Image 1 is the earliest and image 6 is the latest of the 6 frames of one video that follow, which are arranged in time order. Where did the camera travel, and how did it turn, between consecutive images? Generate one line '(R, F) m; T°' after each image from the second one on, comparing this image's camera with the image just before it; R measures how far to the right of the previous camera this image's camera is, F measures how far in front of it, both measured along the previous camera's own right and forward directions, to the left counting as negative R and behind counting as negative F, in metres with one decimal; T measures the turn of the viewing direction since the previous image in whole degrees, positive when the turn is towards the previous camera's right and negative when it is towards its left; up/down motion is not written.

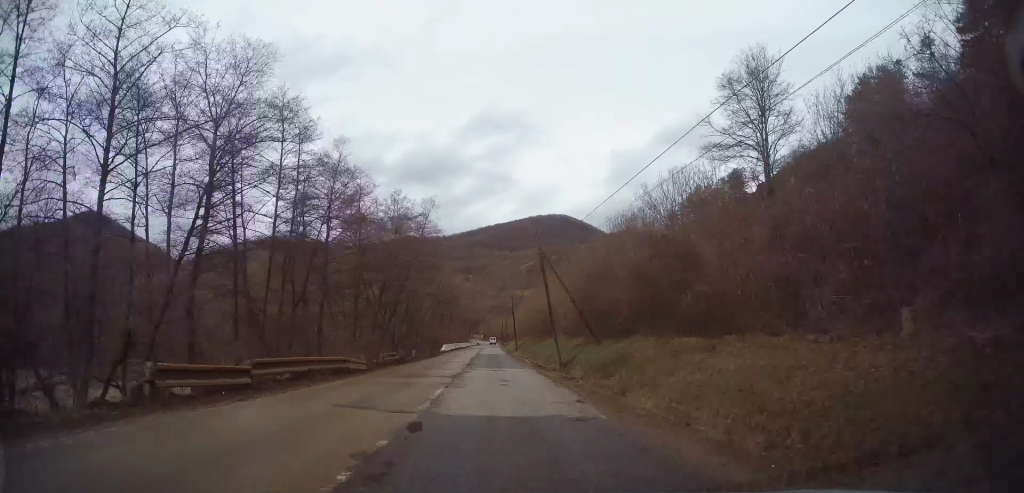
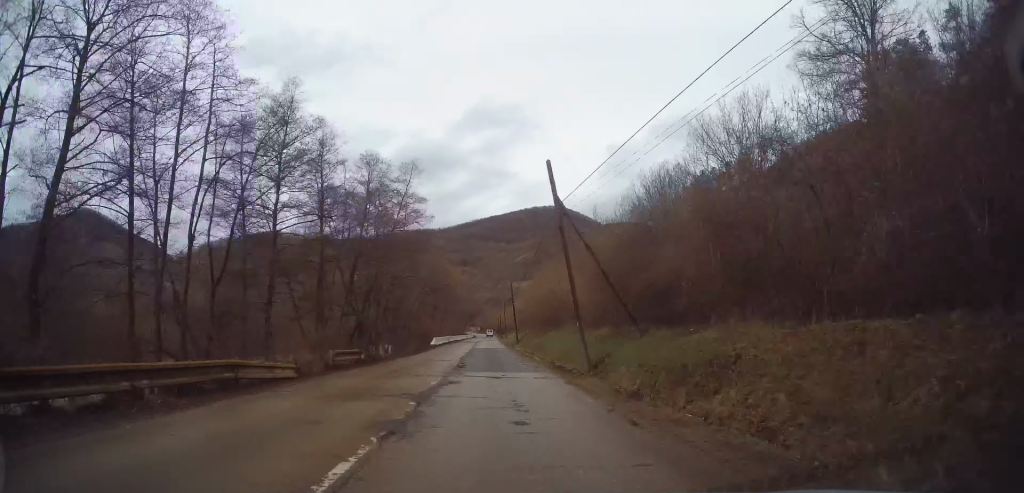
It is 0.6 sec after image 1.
(+0.1, +8.7) m; 0°
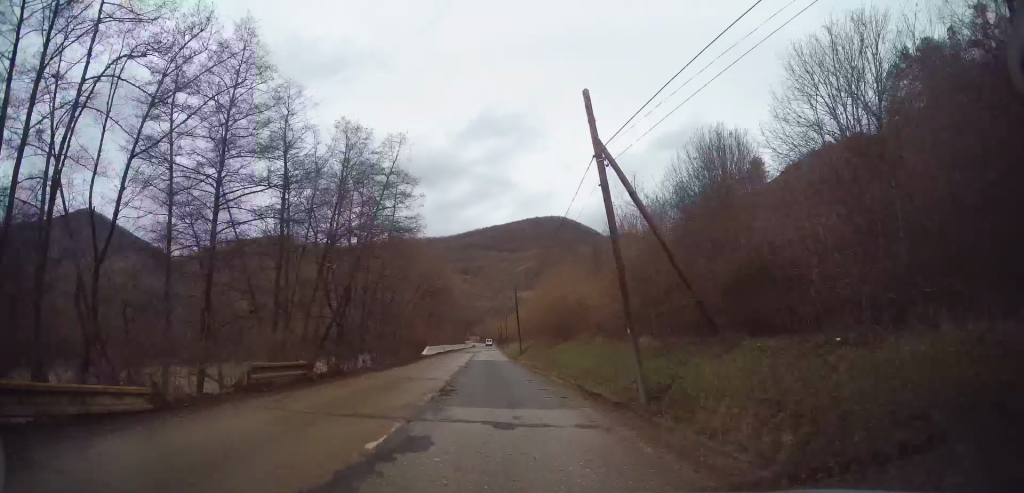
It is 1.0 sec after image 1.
(0.0, +7.2) m; -1°
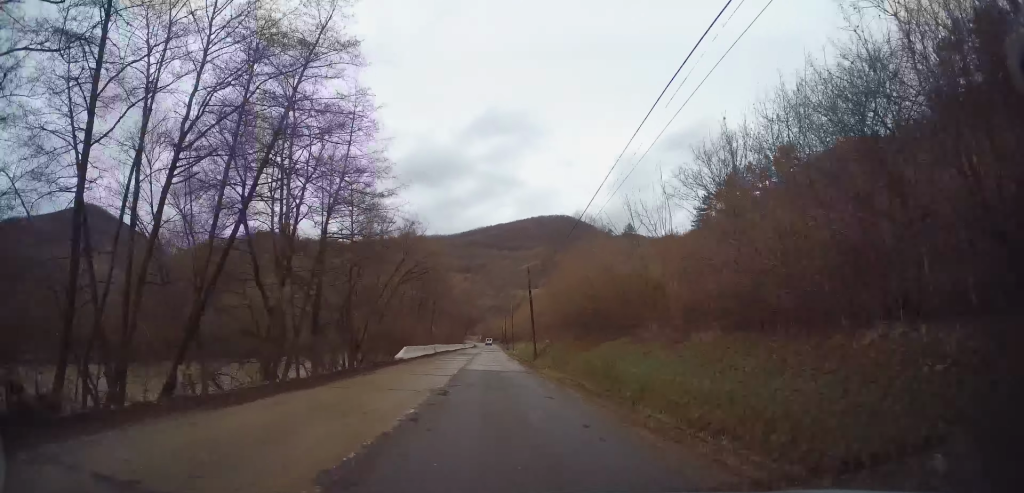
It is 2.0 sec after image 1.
(-0.2, +15.0) m; 0°
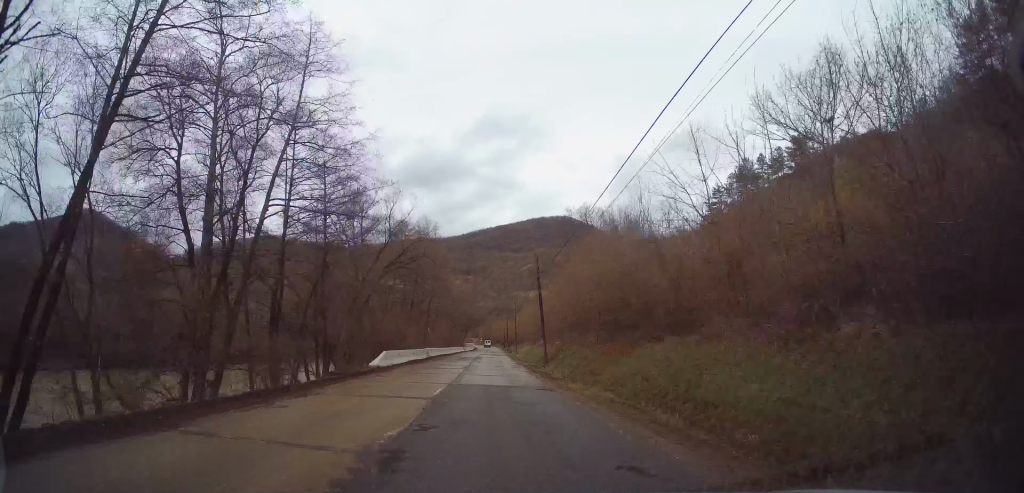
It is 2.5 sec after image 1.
(-0.1, +7.3) m; 0°
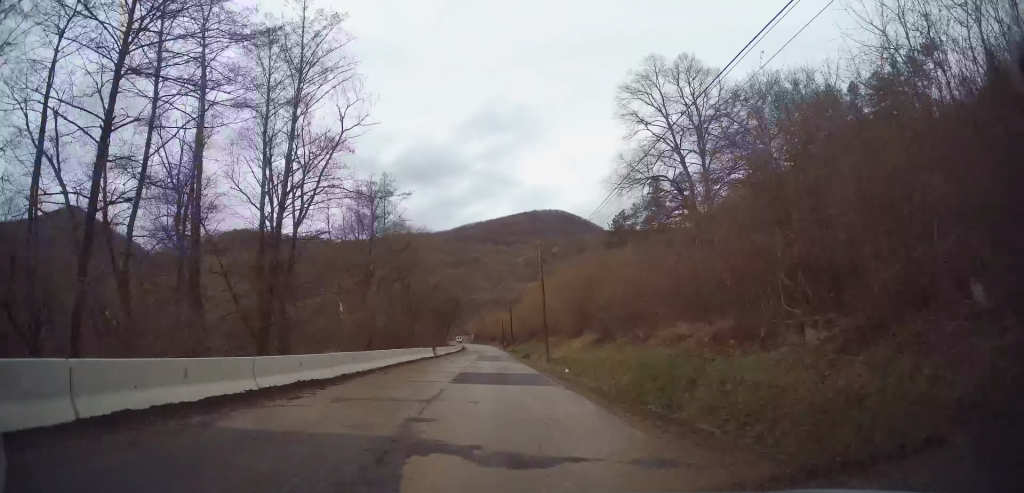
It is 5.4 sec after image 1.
(+0.5, +47.7) m; +2°
